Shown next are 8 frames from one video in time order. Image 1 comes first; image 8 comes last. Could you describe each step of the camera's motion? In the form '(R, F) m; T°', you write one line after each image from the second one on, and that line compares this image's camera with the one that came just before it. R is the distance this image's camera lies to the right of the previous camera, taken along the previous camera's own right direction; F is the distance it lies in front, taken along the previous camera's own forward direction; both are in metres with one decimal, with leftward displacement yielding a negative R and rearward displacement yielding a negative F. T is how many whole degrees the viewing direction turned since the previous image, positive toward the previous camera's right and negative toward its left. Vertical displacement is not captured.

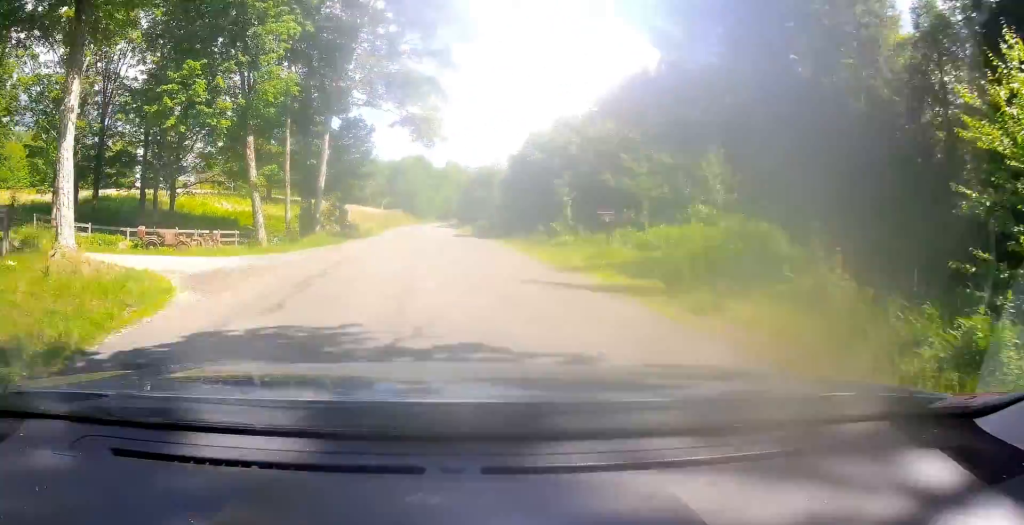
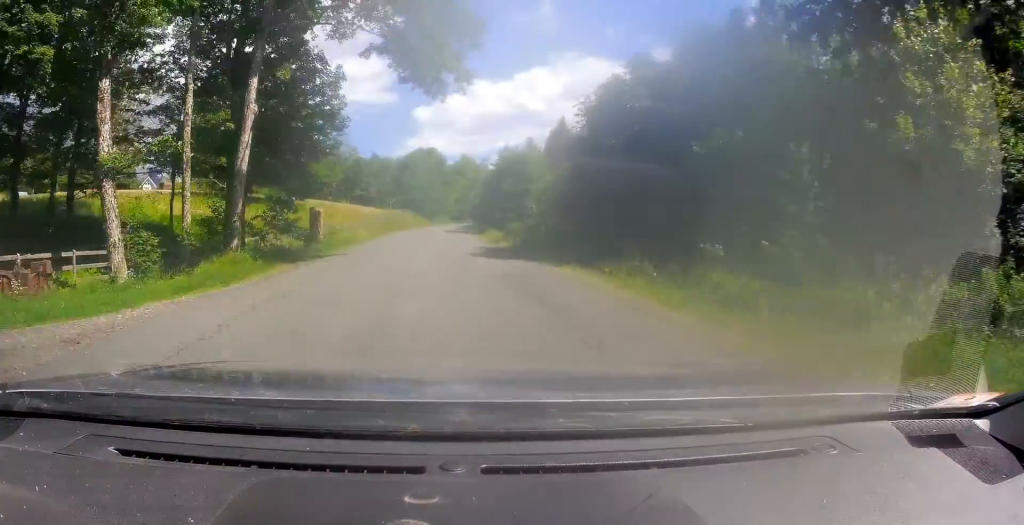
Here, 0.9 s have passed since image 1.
(-0.5, +16.9) m; -2°
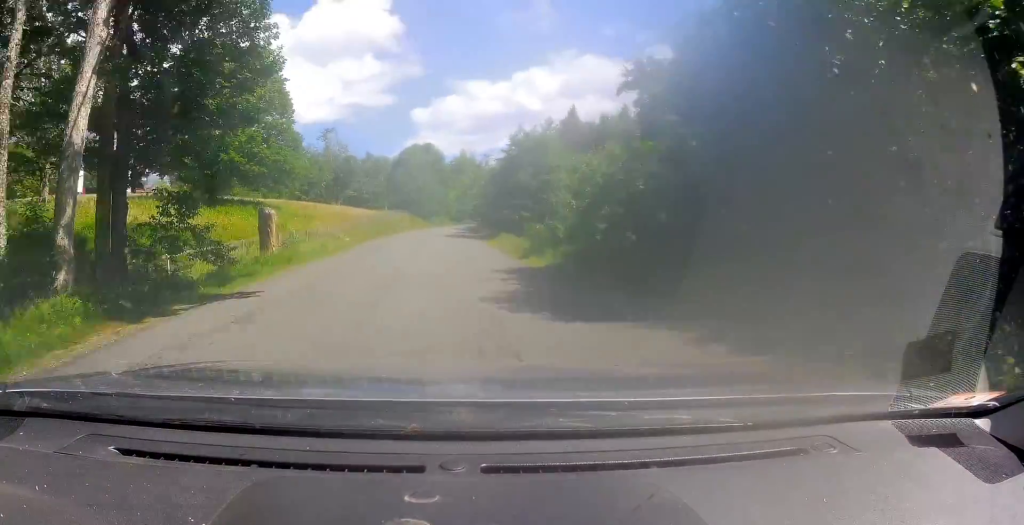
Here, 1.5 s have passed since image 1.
(-0.2, +10.3) m; 0°
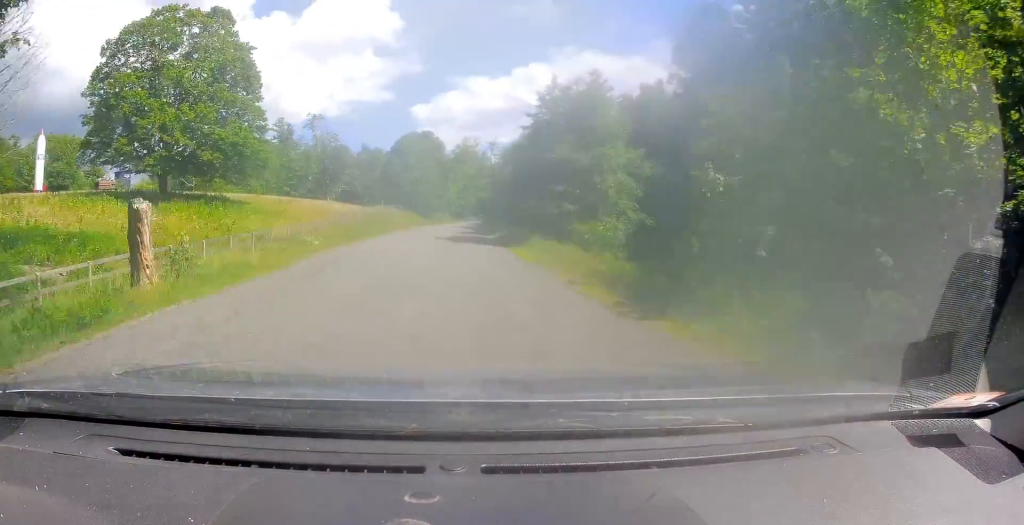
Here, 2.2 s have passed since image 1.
(+0.1, +12.3) m; +1°
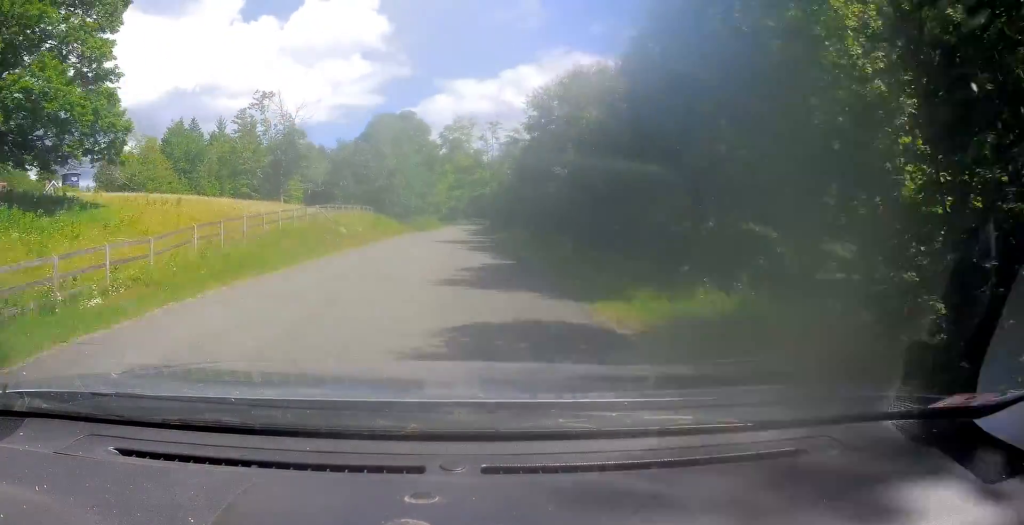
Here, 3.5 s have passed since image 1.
(+0.6, +25.2) m; +1°
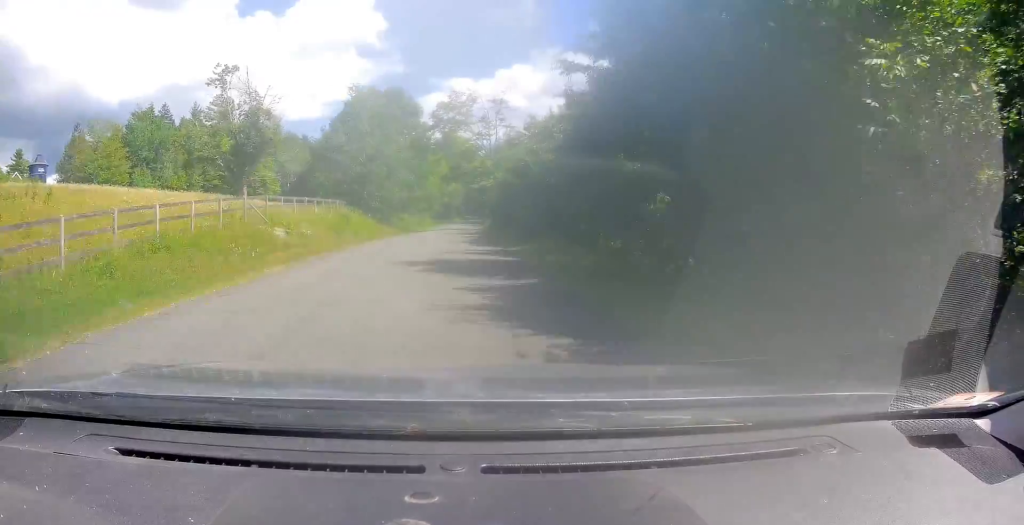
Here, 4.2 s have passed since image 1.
(-0.1, +14.0) m; +1°
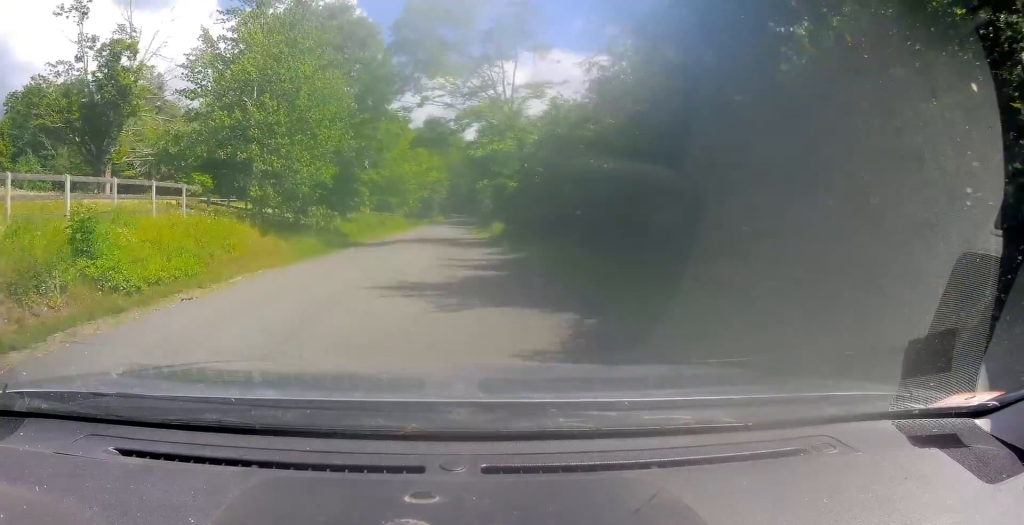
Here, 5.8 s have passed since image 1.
(+0.7, +29.4) m; +3°
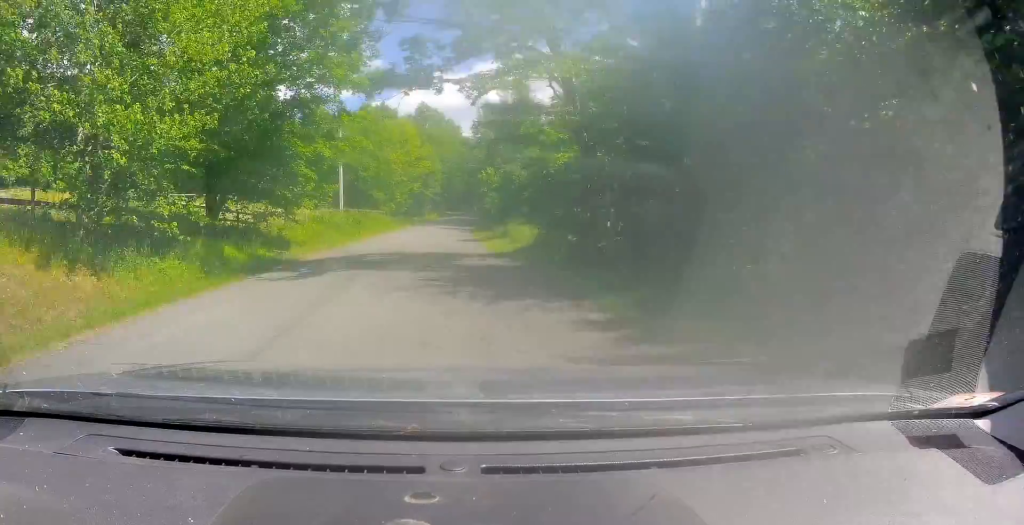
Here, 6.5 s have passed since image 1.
(-0.1, +13.6) m; 0°
